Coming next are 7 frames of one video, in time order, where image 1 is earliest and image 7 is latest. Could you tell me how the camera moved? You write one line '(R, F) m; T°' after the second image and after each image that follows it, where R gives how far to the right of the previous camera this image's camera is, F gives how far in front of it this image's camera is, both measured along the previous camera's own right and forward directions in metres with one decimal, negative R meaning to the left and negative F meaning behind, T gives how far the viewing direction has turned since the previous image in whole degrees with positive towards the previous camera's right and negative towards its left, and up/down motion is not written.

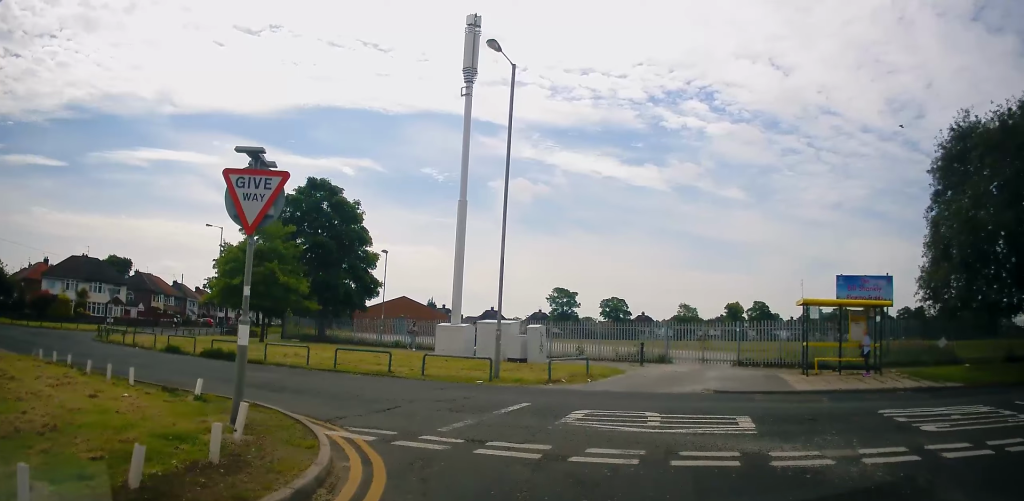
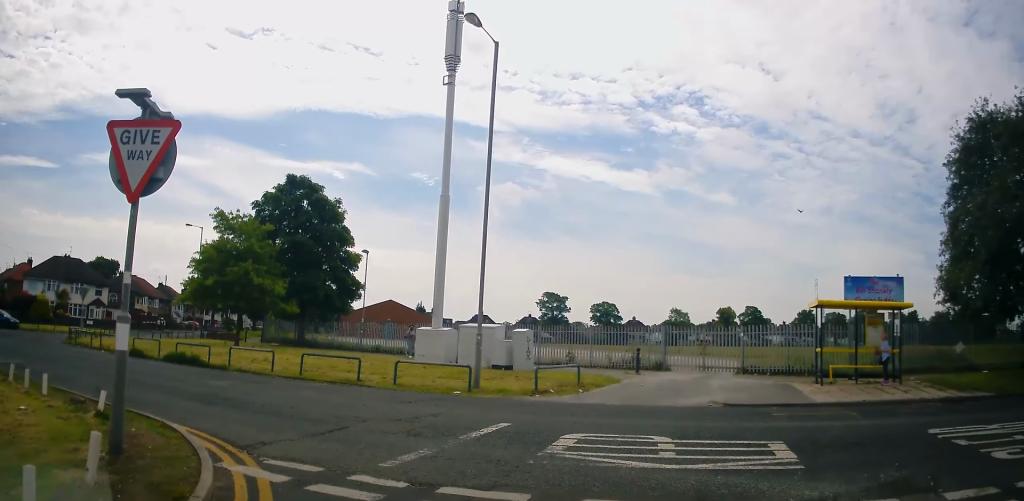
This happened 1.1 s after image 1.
(-0.2, +2.4) m; -4°
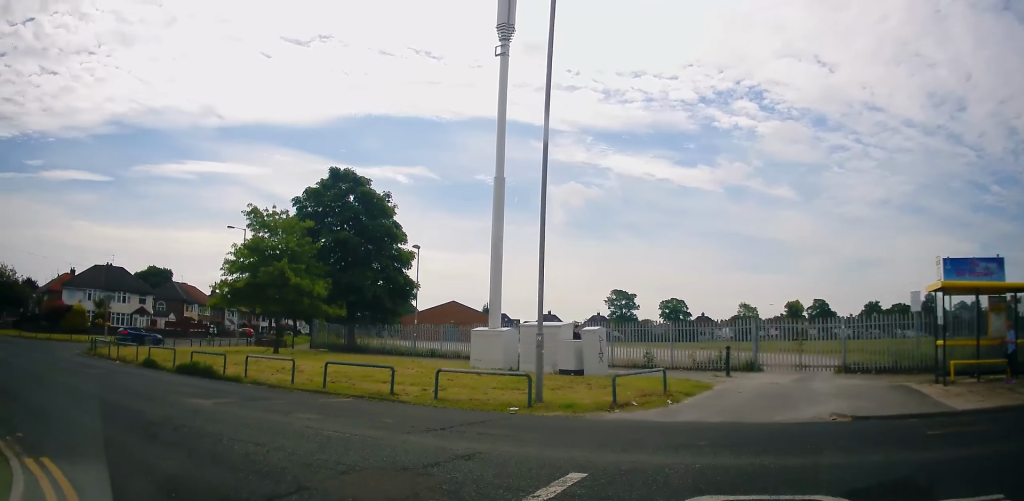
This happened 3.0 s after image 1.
(0.0, +3.2) m; -4°
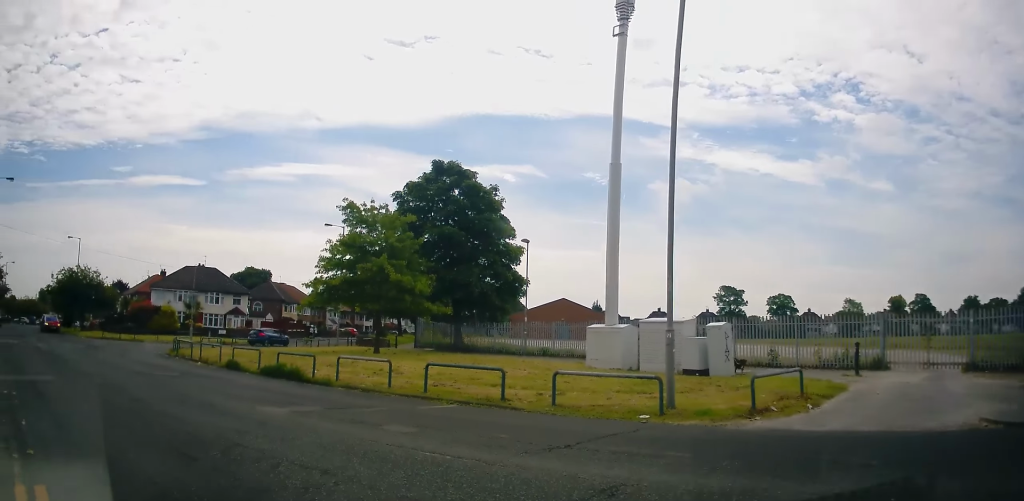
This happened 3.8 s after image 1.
(0.0, +1.5) m; -10°
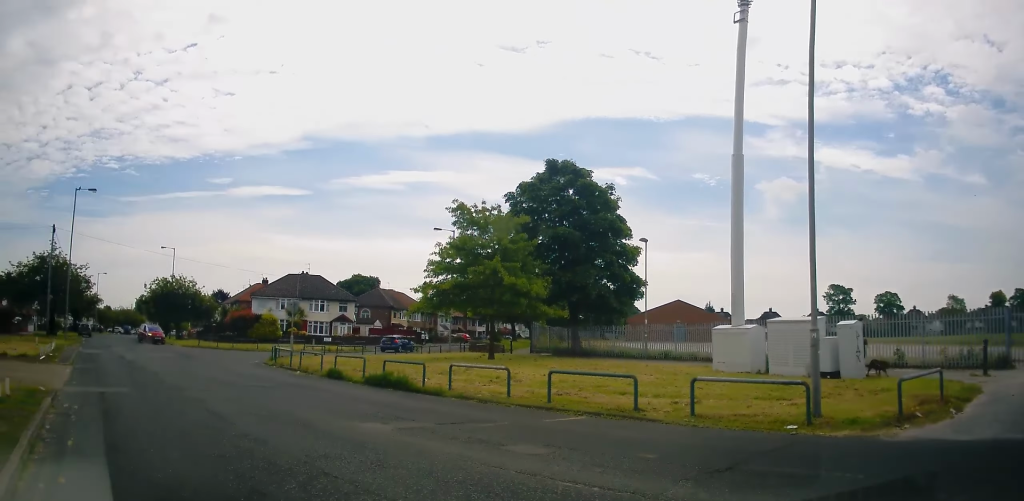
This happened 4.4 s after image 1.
(-0.1, +1.1) m; -18°
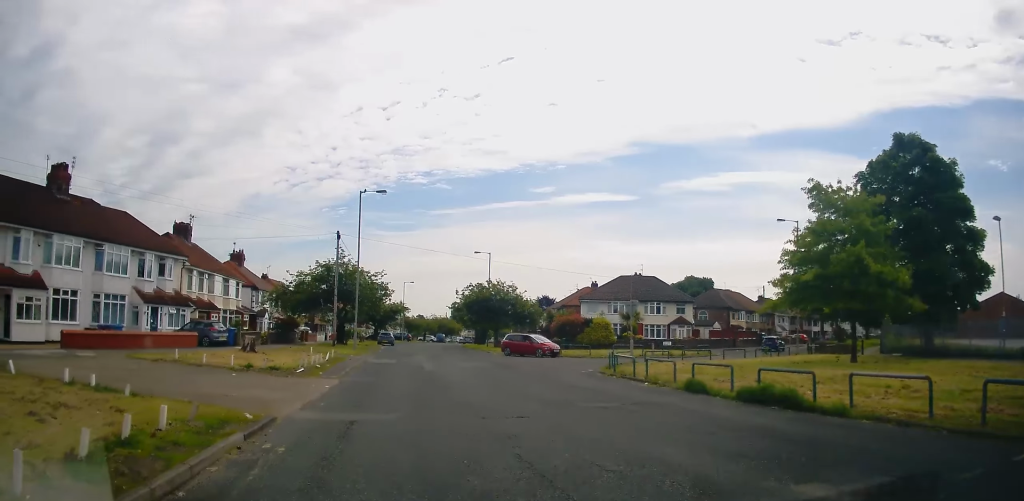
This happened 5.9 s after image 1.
(-1.3, +3.3) m; -27°
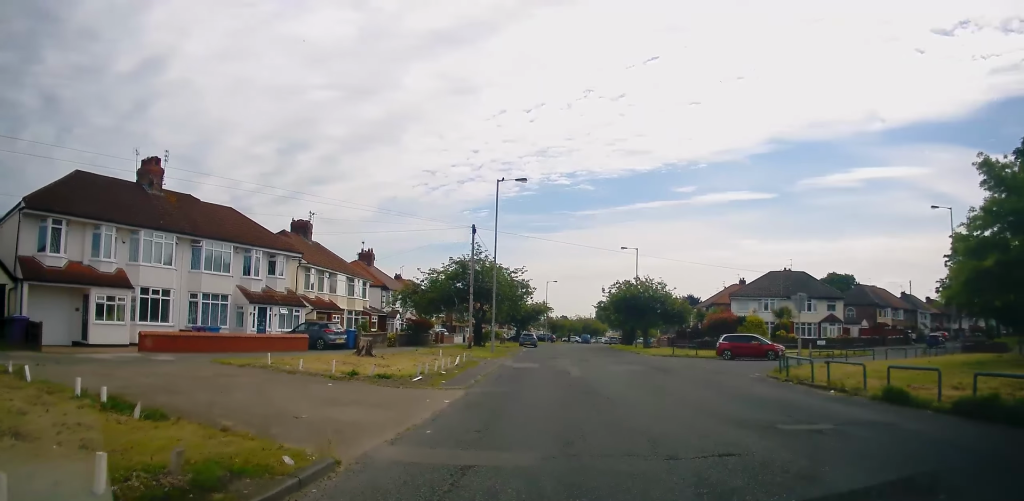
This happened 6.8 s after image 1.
(0.0, +3.1) m; -1°
